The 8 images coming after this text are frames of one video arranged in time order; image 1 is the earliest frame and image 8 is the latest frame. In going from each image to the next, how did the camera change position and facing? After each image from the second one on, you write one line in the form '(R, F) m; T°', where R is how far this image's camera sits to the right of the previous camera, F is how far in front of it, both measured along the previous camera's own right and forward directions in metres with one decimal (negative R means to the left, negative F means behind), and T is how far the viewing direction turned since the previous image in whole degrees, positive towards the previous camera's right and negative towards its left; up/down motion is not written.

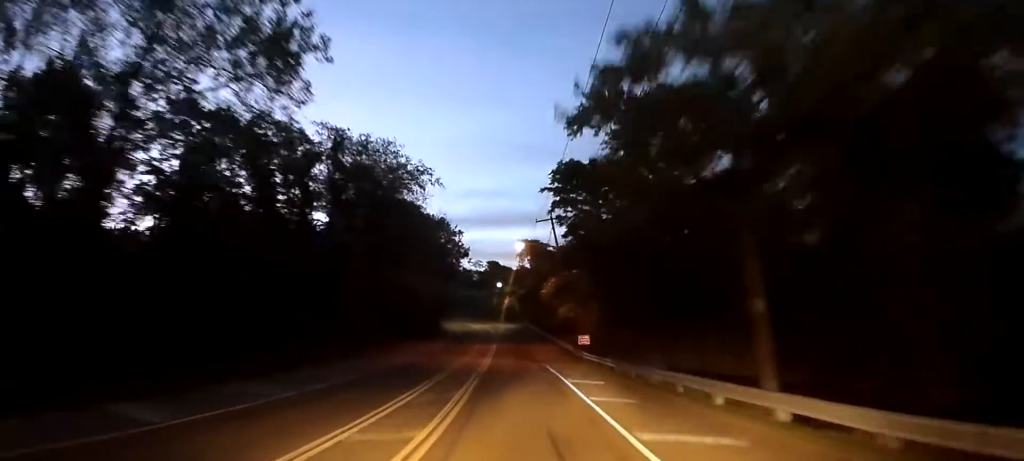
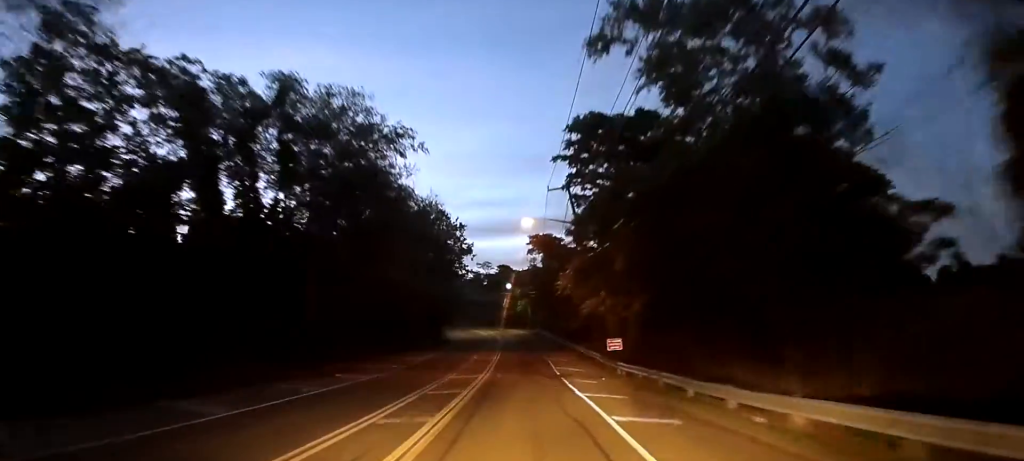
(0.0, +12.4) m; -1°
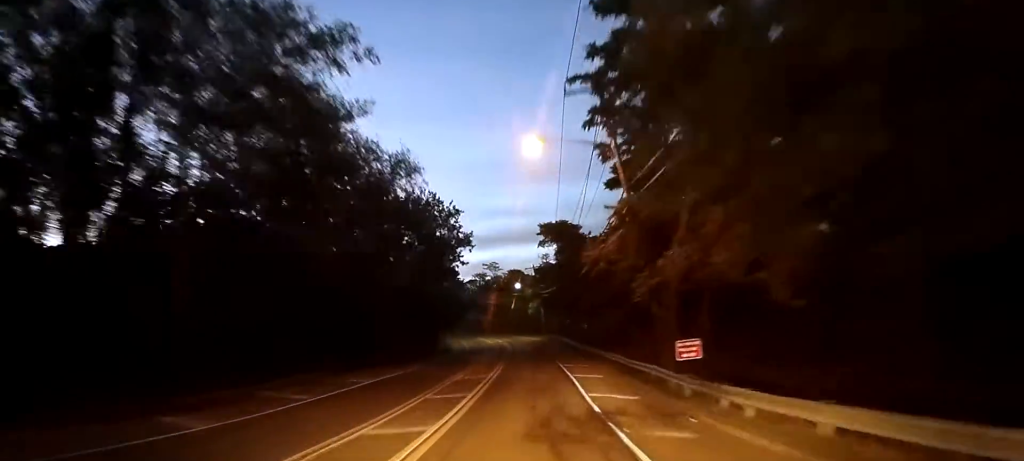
(-0.1, +16.3) m; -2°
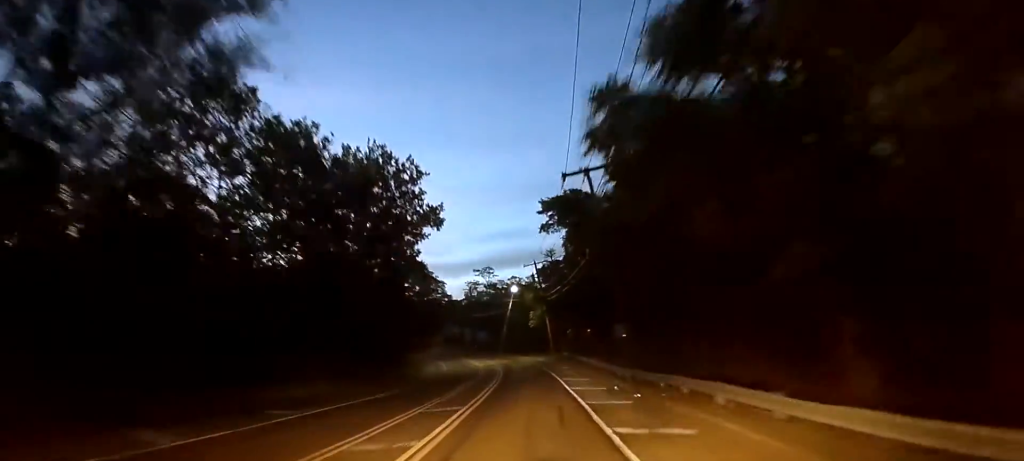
(-0.9, +24.3) m; -3°
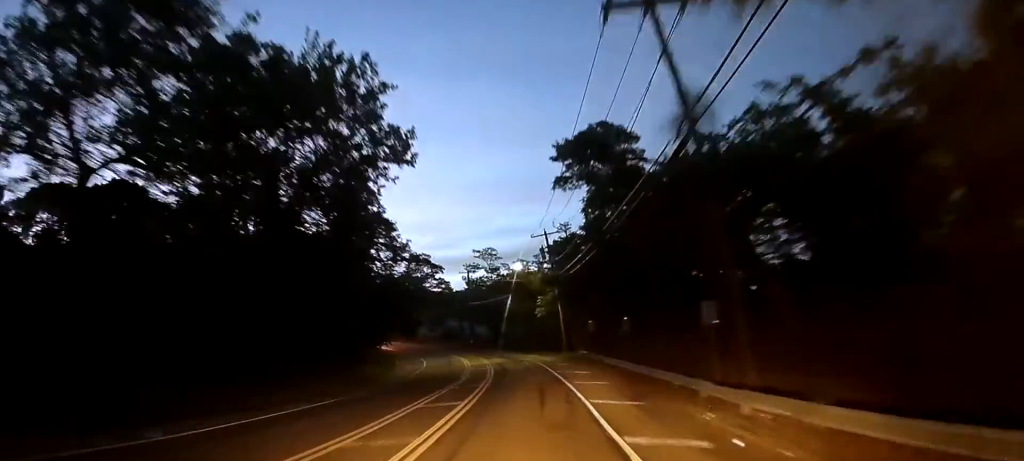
(-0.1, +16.5) m; -1°
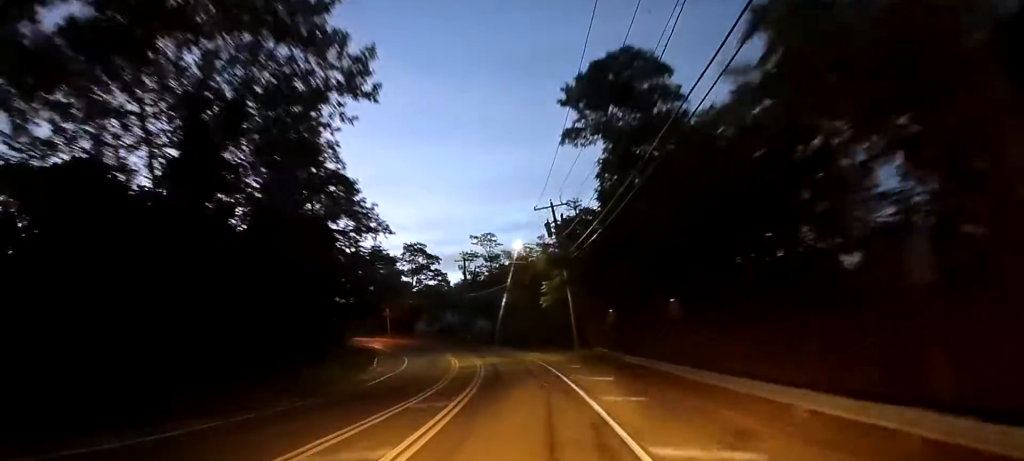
(+0.1, +10.1) m; -1°
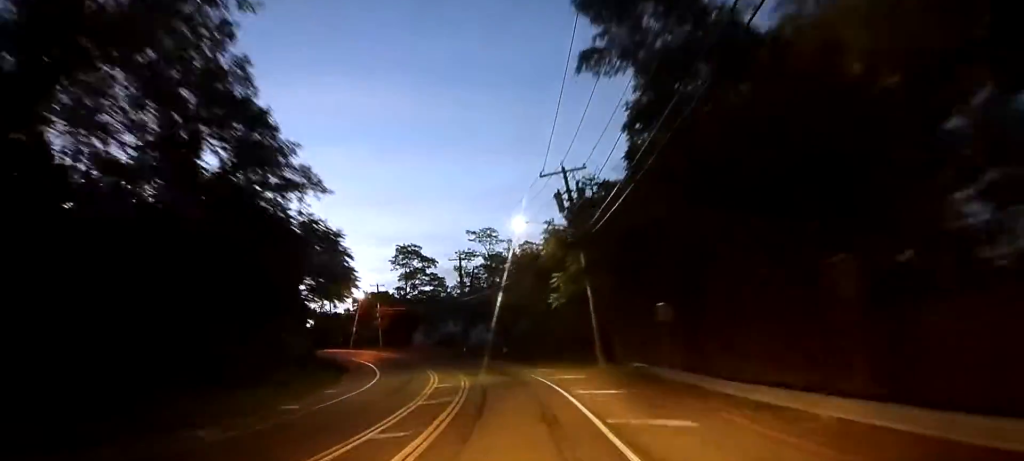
(-0.2, +11.9) m; -1°
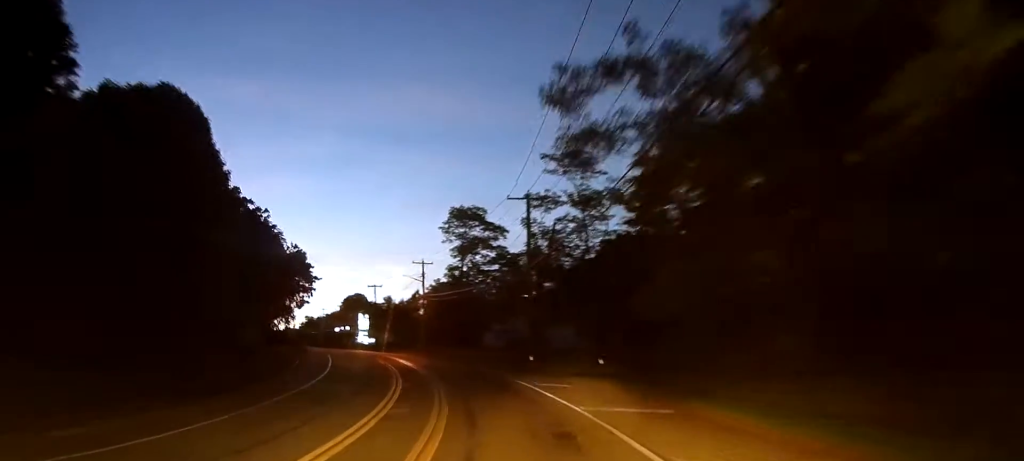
(-1.6, +31.4) m; -8°
